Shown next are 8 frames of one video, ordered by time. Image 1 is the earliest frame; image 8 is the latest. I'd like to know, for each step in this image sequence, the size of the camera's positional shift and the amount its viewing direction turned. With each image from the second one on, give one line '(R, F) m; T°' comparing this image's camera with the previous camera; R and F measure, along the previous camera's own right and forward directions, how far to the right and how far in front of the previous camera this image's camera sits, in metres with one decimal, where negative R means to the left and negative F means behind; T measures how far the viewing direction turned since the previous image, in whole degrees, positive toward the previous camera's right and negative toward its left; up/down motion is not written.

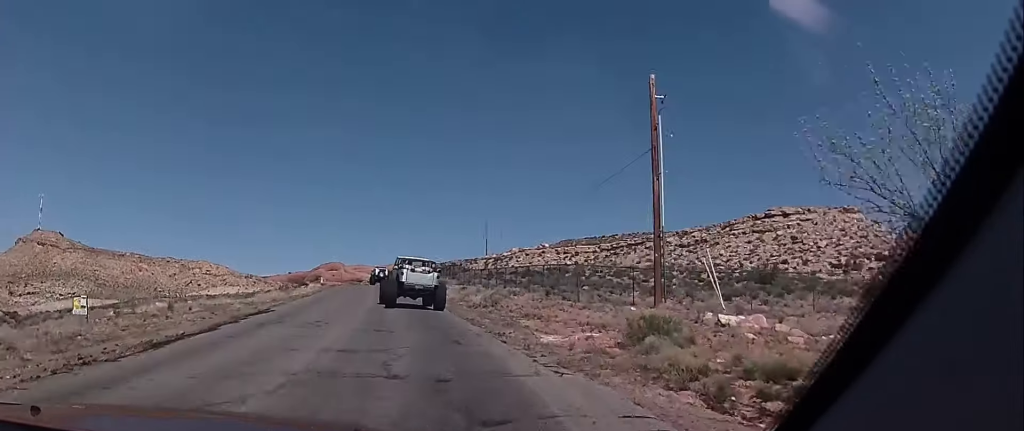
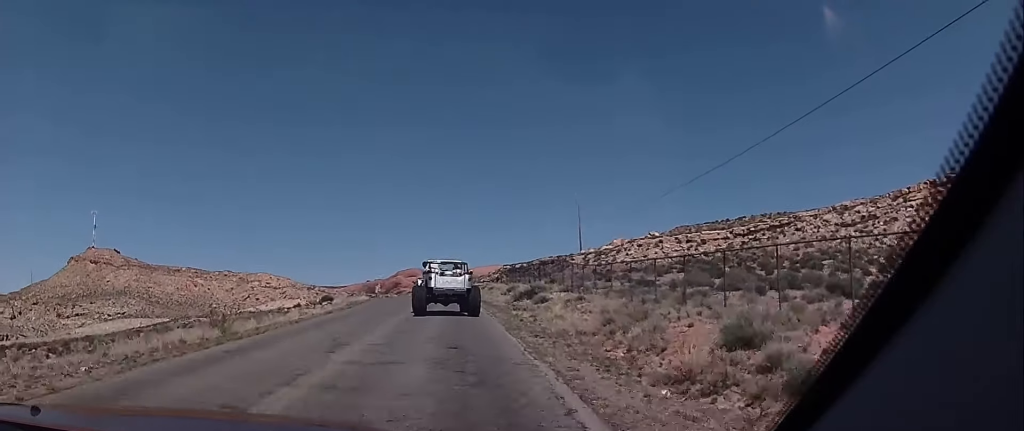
(-2.6, +25.0) m; -10°
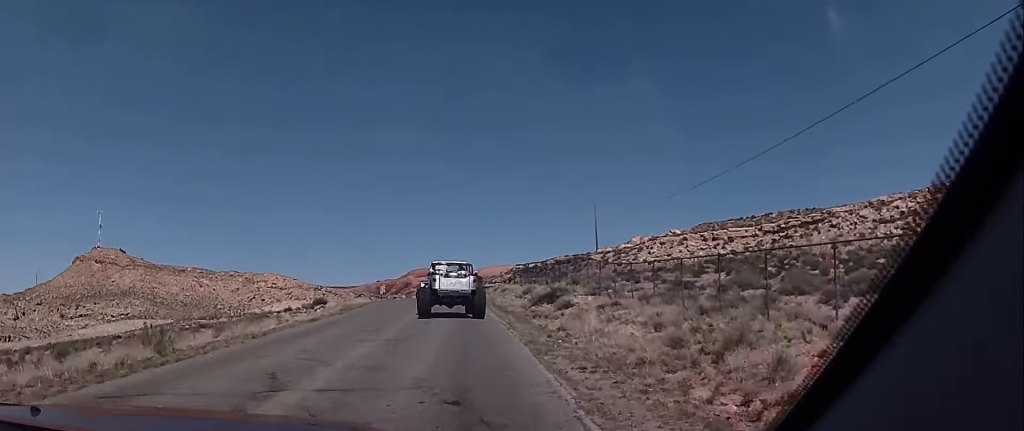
(-0.1, +6.1) m; -1°
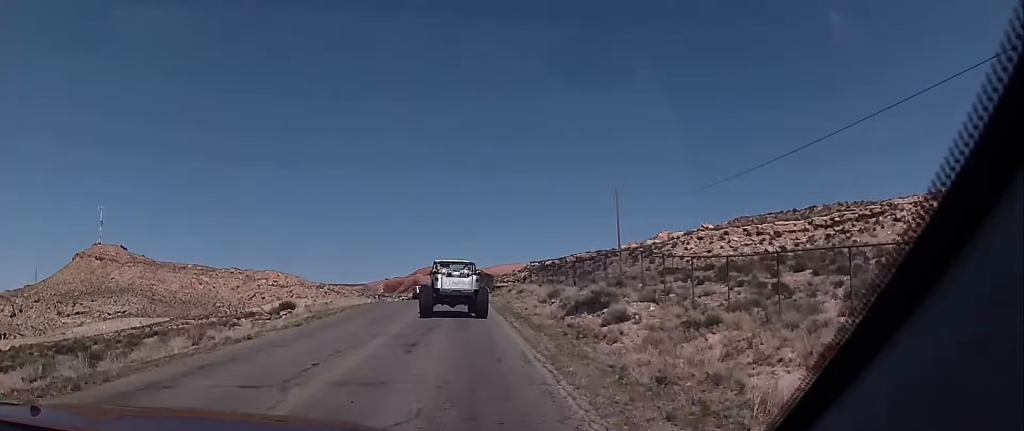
(0.0, +10.1) m; -2°
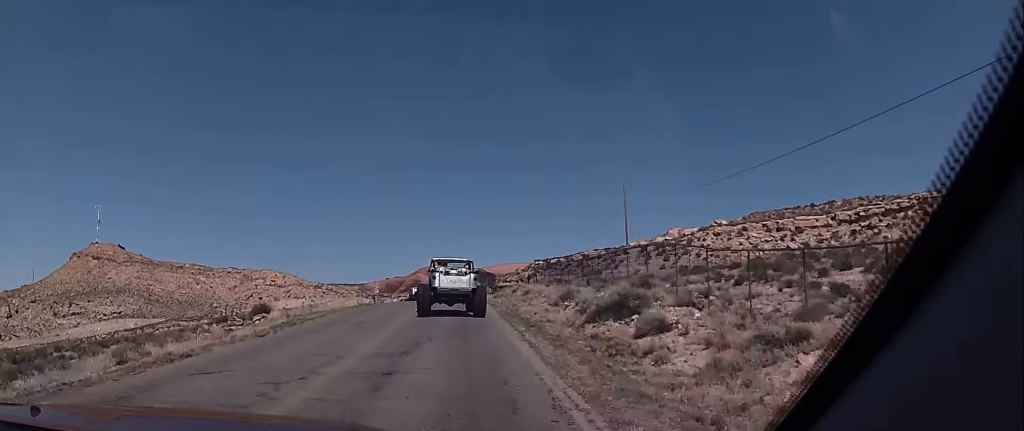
(0.0, +4.6) m; -1°
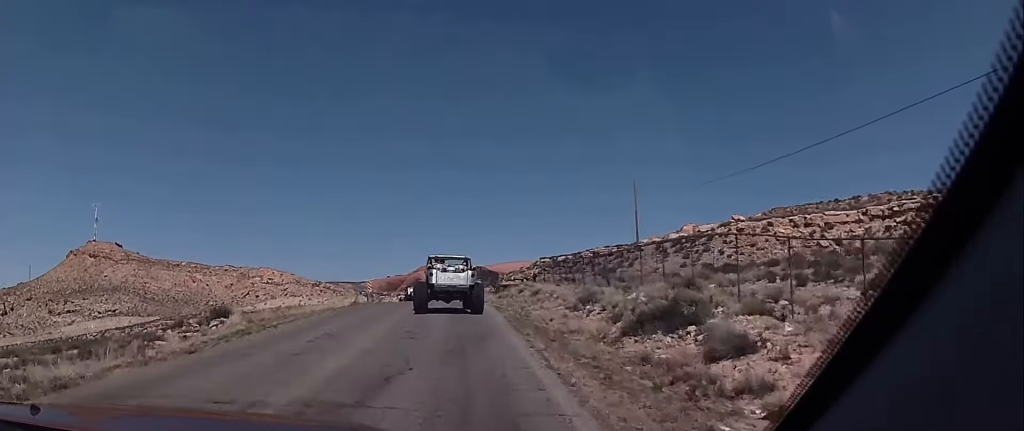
(-0.2, +5.5) m; 0°
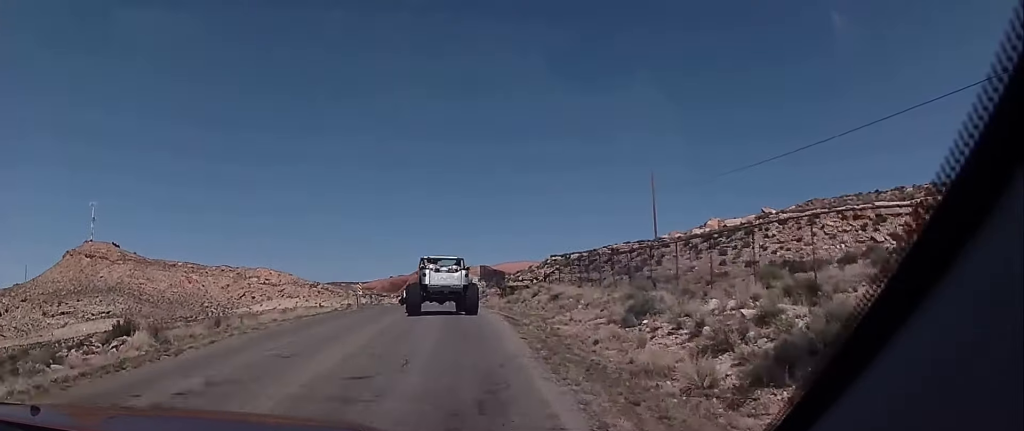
(0.0, +7.7) m; 0°
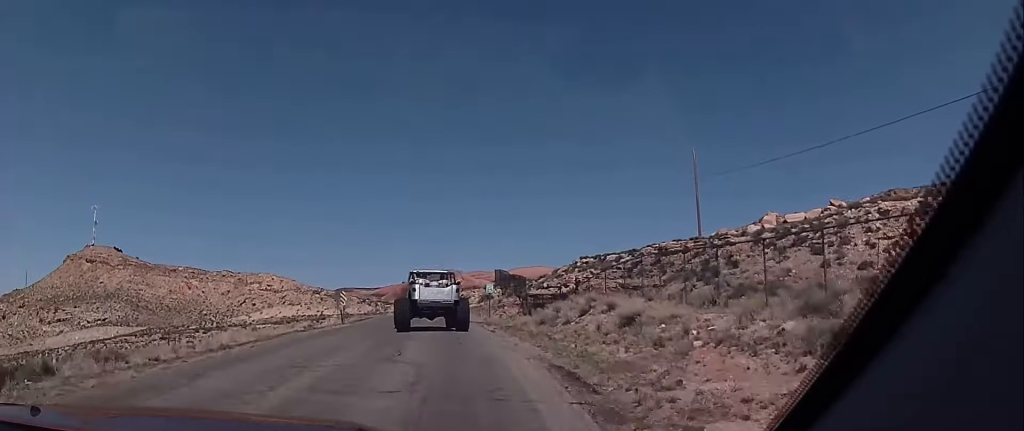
(+0.1, +11.9) m; 0°
